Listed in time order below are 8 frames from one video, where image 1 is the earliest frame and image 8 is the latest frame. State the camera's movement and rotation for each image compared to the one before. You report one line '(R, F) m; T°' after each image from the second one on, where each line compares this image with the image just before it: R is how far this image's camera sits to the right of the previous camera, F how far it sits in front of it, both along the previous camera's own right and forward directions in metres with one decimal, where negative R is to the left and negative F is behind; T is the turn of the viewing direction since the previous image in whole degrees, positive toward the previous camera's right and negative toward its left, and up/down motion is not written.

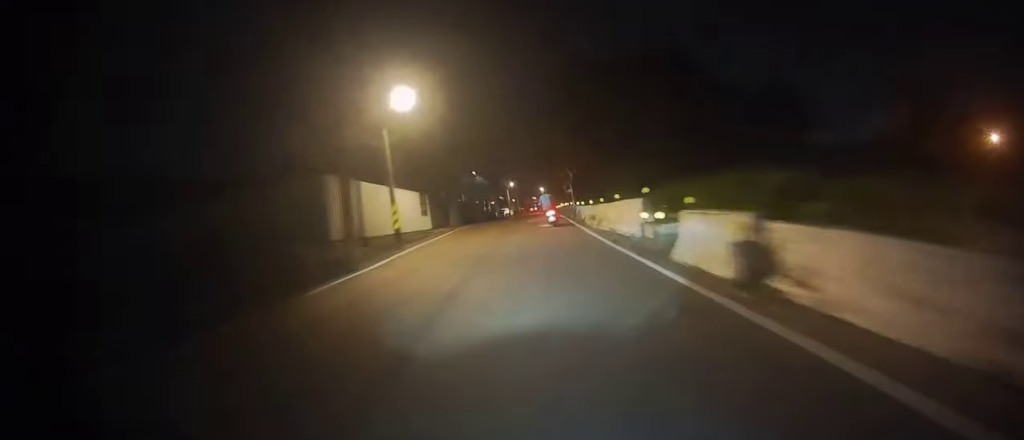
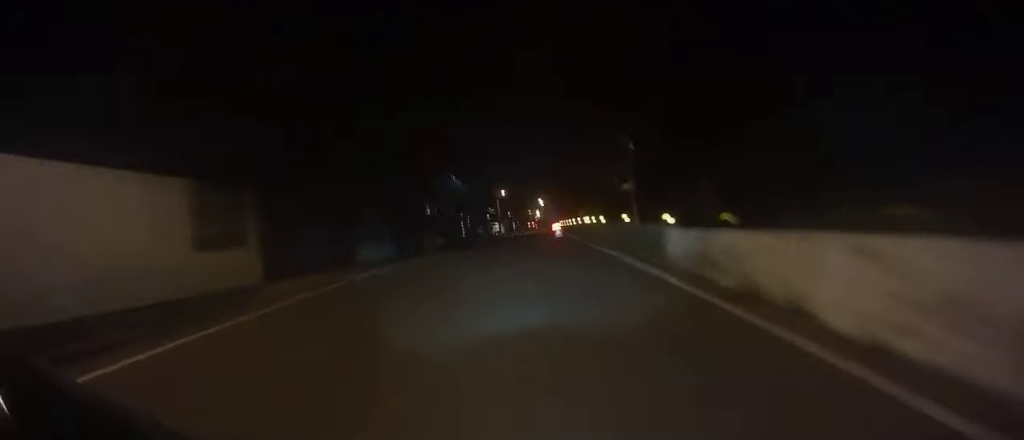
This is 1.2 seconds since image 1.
(-0.1, +16.6) m; -1°
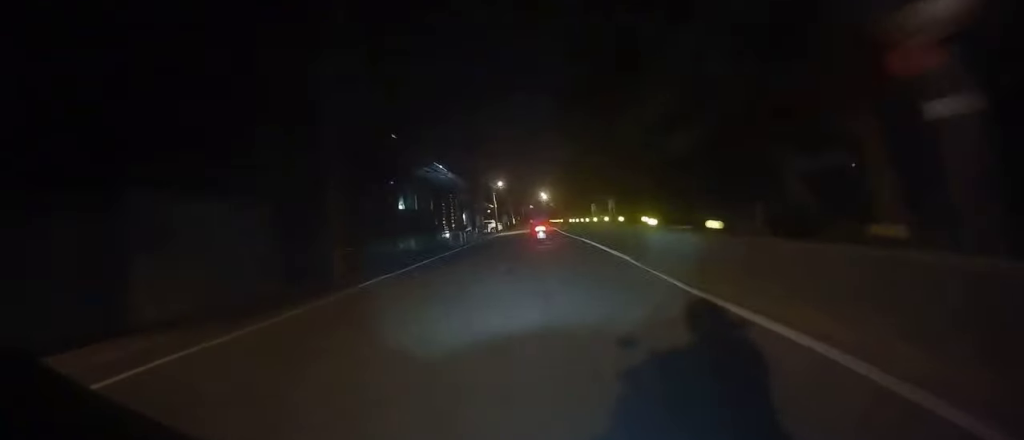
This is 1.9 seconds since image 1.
(0.0, +9.2) m; 0°
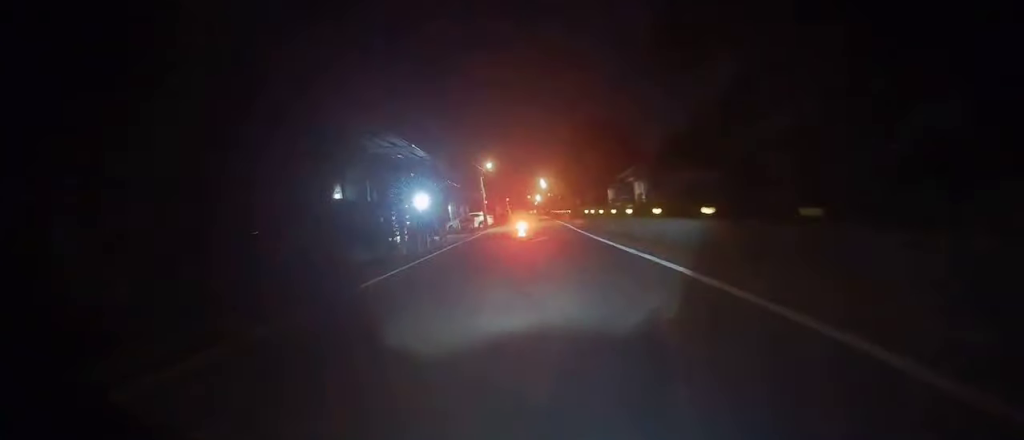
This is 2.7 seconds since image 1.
(+0.1, +11.0) m; +1°
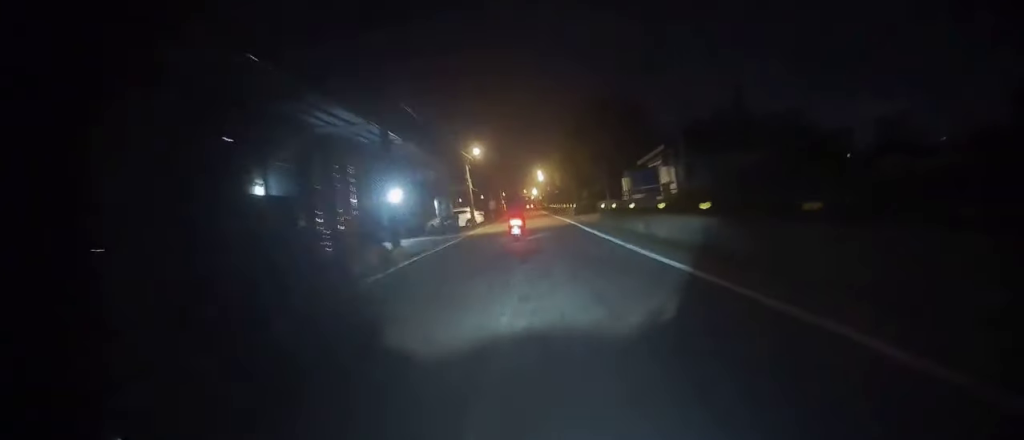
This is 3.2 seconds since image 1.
(0.0, +6.9) m; +1°
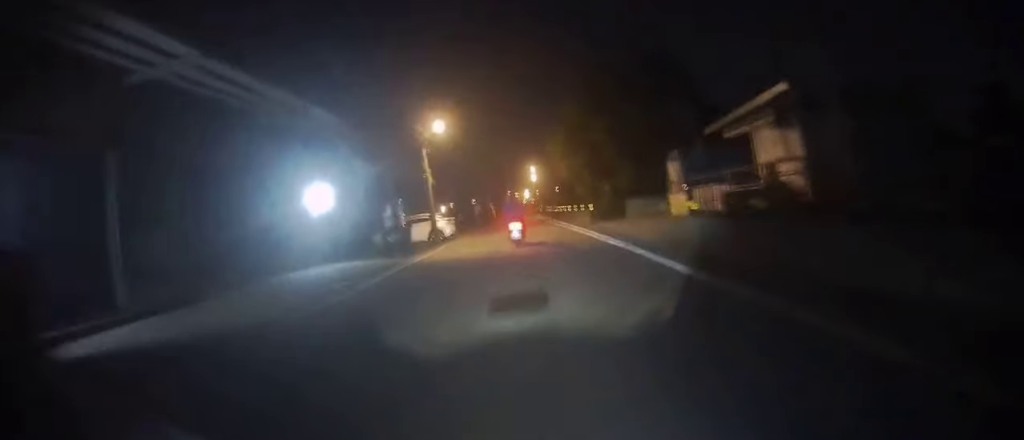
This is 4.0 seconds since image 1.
(+0.1, +11.6) m; +1°
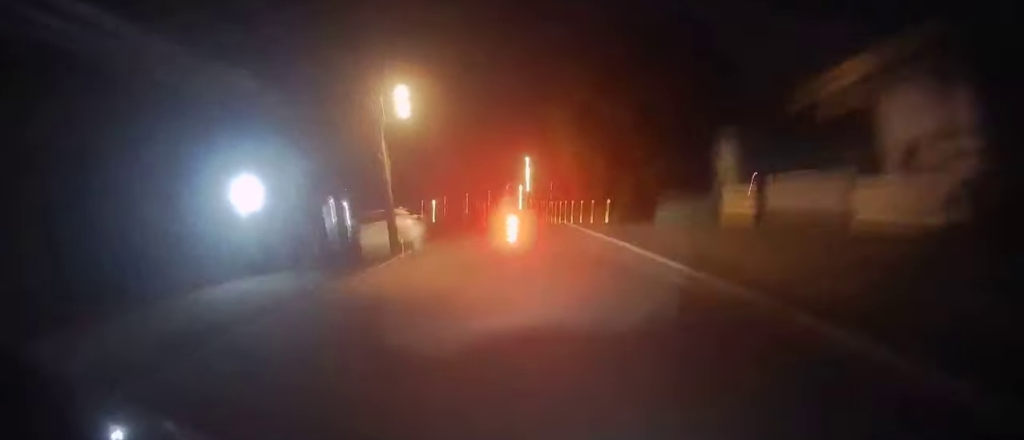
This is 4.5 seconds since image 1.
(+0.1, +5.7) m; 0°
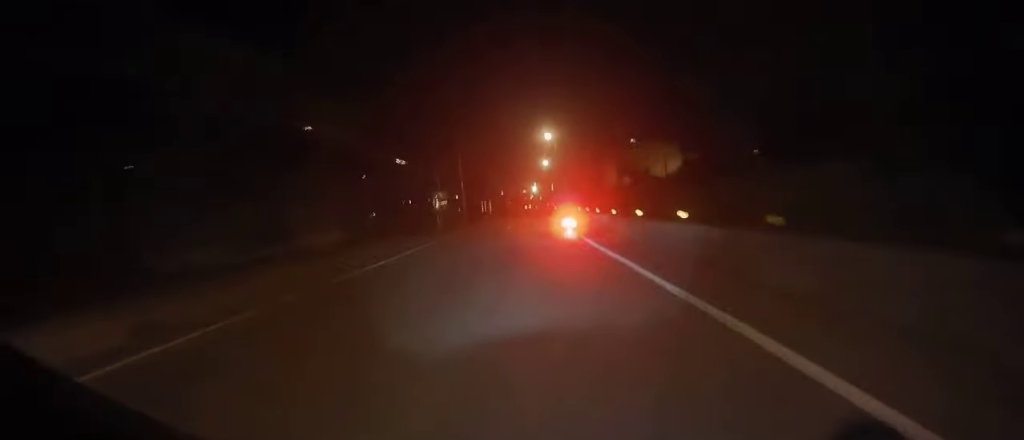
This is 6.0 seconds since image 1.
(-0.3, +19.8) m; 0°
